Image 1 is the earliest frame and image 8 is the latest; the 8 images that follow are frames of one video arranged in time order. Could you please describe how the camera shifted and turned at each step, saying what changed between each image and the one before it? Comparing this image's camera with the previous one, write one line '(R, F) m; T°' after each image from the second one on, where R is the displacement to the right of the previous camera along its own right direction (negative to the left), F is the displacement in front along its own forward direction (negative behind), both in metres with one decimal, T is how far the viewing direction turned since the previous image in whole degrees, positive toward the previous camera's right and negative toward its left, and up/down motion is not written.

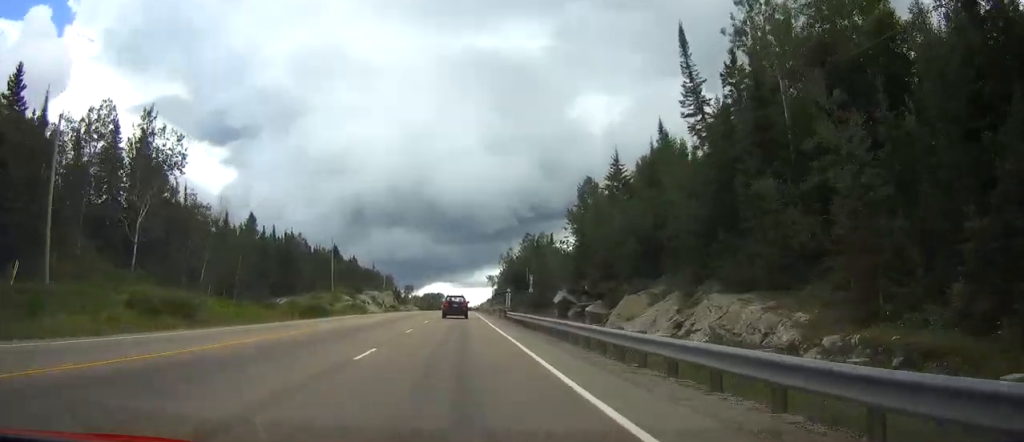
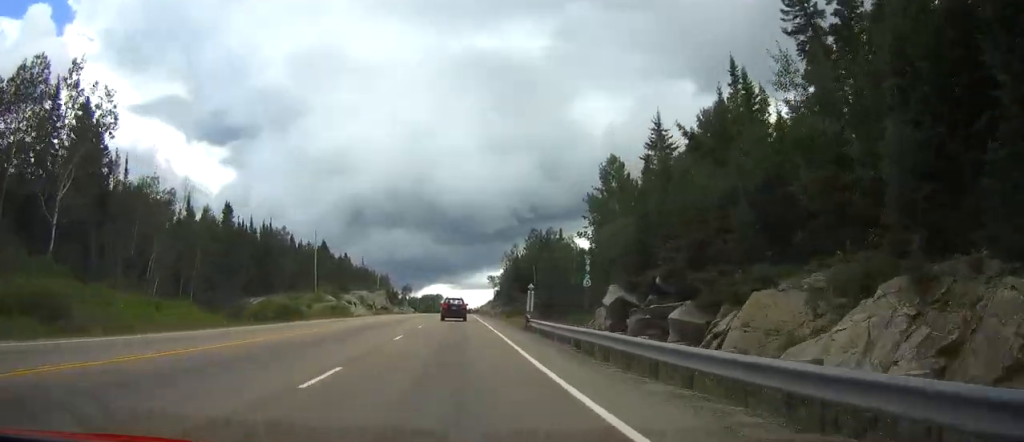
(-0.1, +16.0) m; 0°
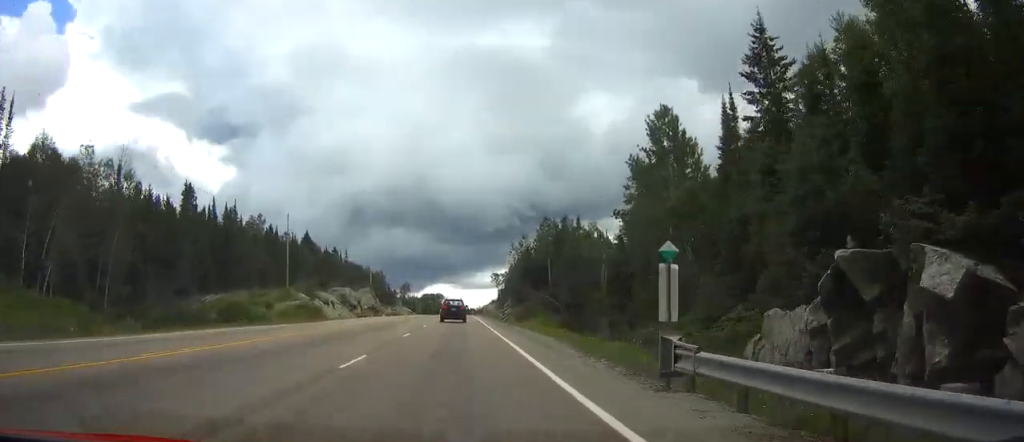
(+0.1, +21.3) m; 0°
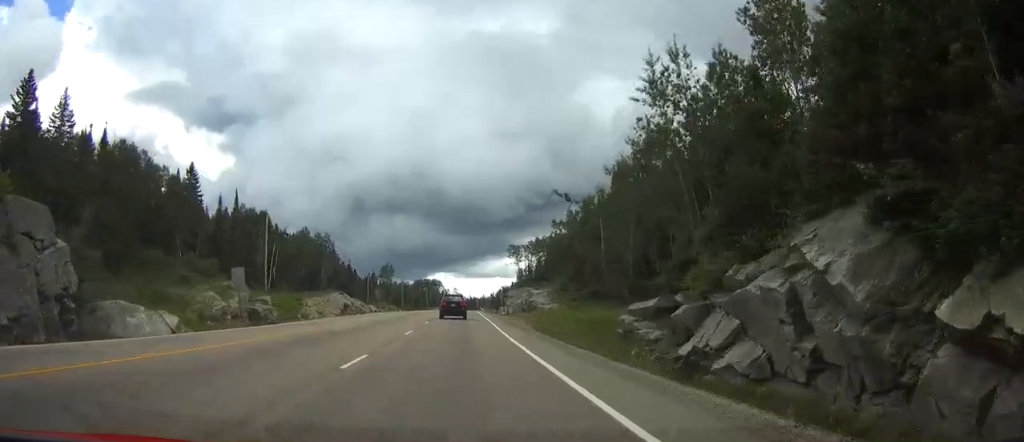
(-0.1, +107.9) m; 0°
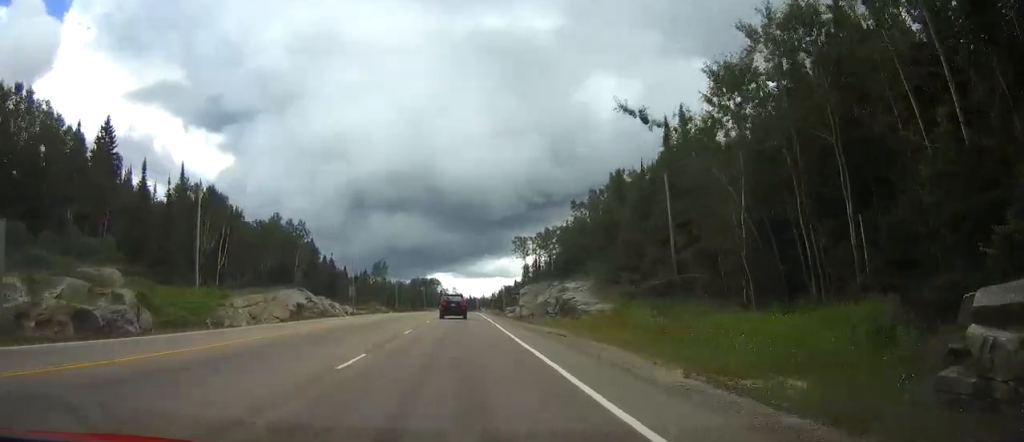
(+0.1, +24.6) m; 0°
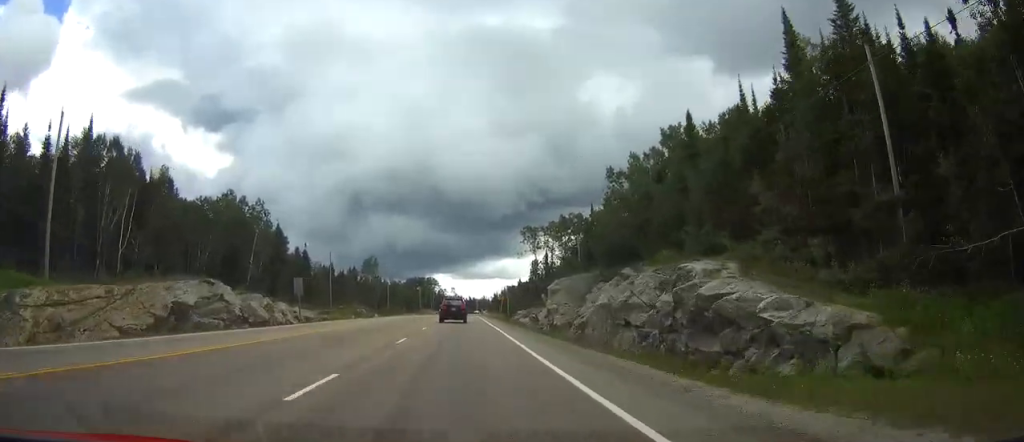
(-0.1, +27.8) m; 0°
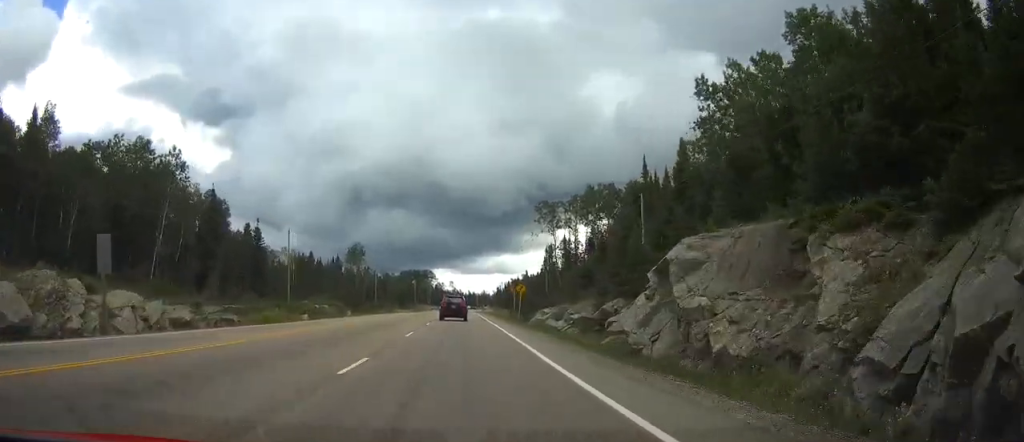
(0.0, +33.2) m; 0°
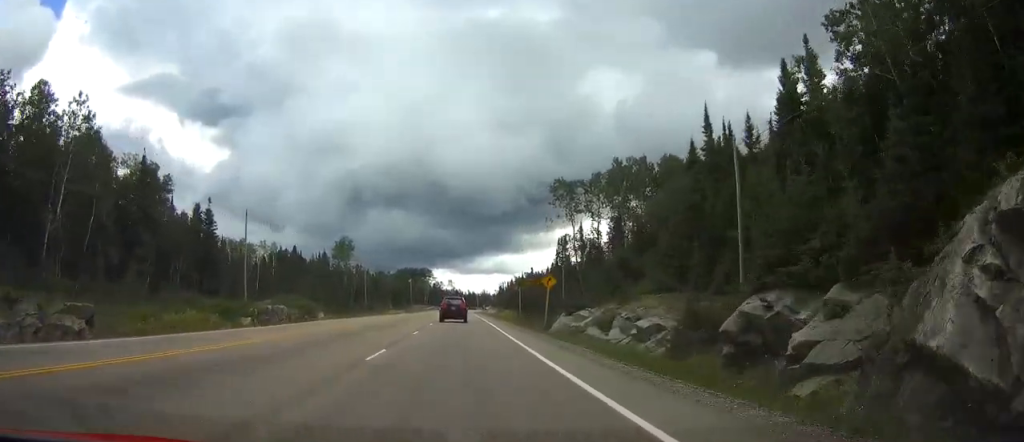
(0.0, +21.4) m; 0°
